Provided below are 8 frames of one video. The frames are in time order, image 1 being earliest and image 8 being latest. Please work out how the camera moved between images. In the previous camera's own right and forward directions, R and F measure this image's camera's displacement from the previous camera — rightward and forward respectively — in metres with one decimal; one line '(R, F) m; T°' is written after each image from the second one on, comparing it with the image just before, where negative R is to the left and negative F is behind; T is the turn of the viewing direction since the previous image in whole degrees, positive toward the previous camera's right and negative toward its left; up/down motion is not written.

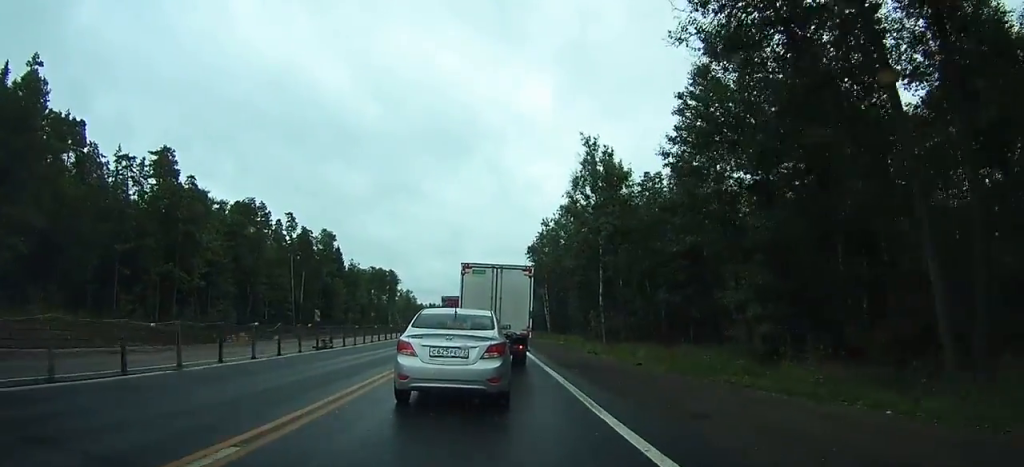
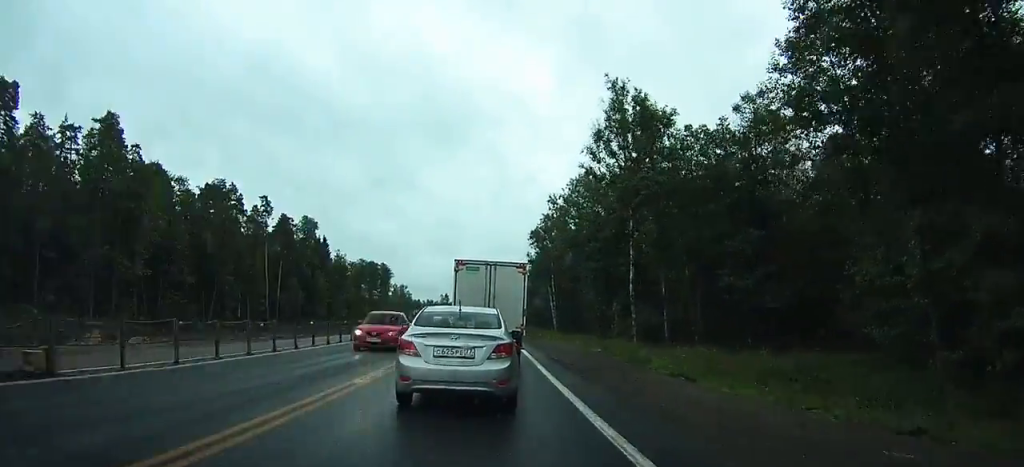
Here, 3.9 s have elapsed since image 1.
(-0.7, +14.3) m; -3°
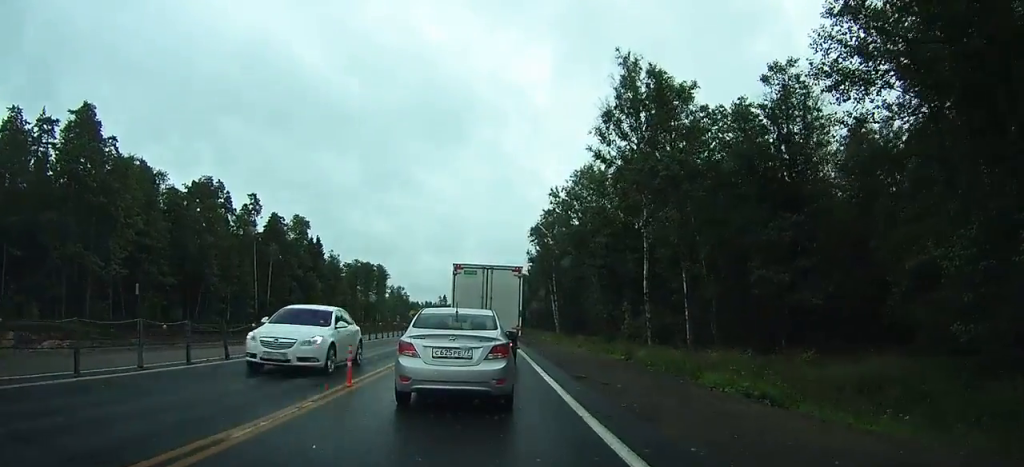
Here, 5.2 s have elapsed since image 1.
(0.0, +4.8) m; +1°
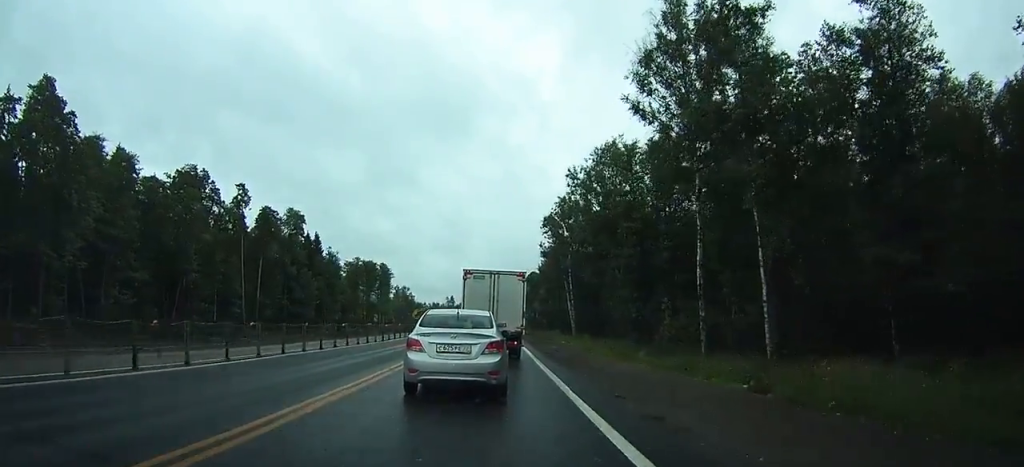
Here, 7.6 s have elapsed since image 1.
(+0.1, +9.2) m; +1°
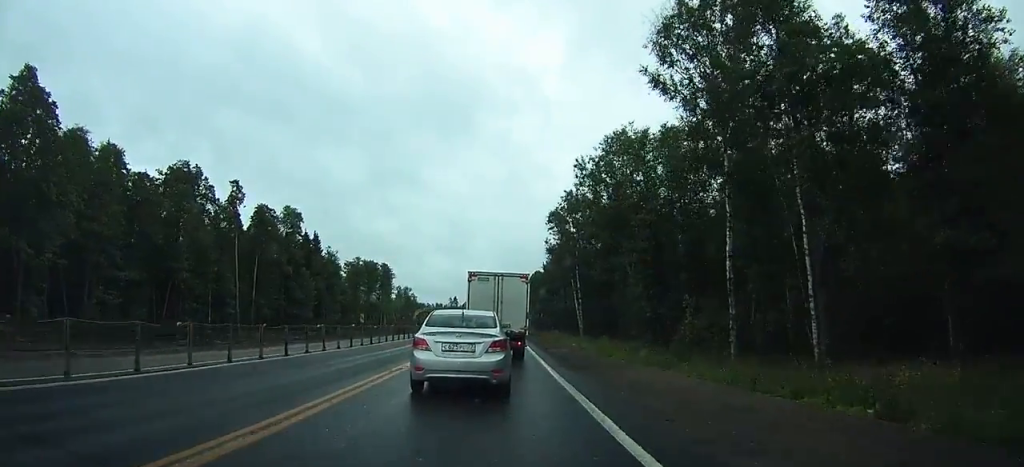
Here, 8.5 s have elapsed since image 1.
(0.0, +3.6) m; 0°
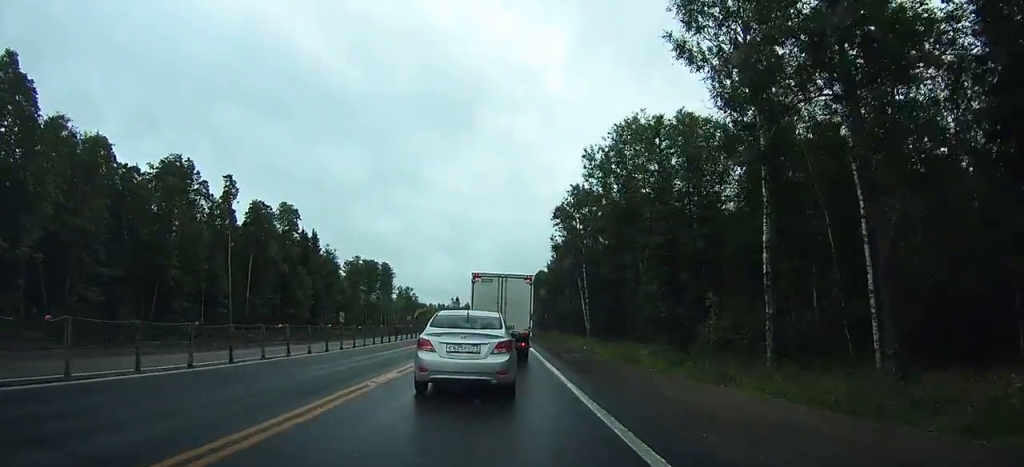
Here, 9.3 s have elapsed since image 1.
(0.0, +3.5) m; -1°
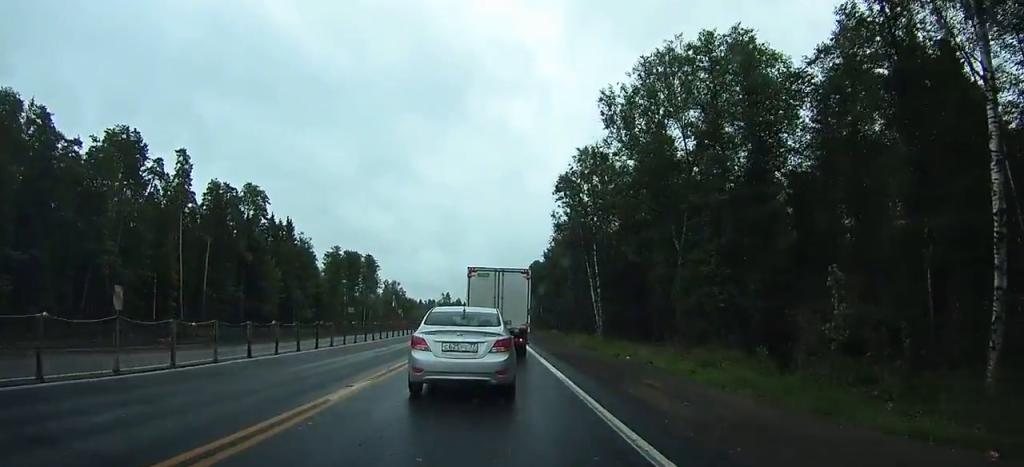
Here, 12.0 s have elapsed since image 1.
(-0.3, +12.8) m; -1°
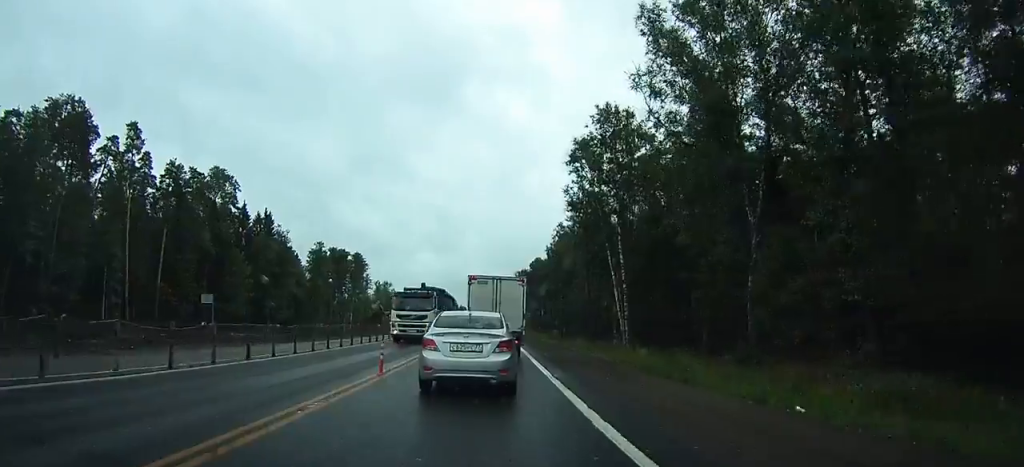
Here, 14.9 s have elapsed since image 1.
(+0.2, +14.5) m; +1°
